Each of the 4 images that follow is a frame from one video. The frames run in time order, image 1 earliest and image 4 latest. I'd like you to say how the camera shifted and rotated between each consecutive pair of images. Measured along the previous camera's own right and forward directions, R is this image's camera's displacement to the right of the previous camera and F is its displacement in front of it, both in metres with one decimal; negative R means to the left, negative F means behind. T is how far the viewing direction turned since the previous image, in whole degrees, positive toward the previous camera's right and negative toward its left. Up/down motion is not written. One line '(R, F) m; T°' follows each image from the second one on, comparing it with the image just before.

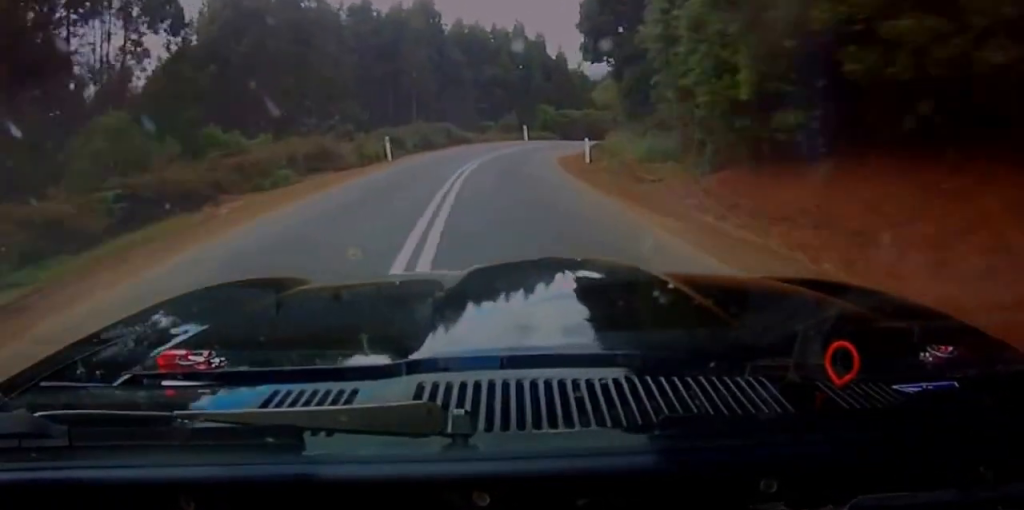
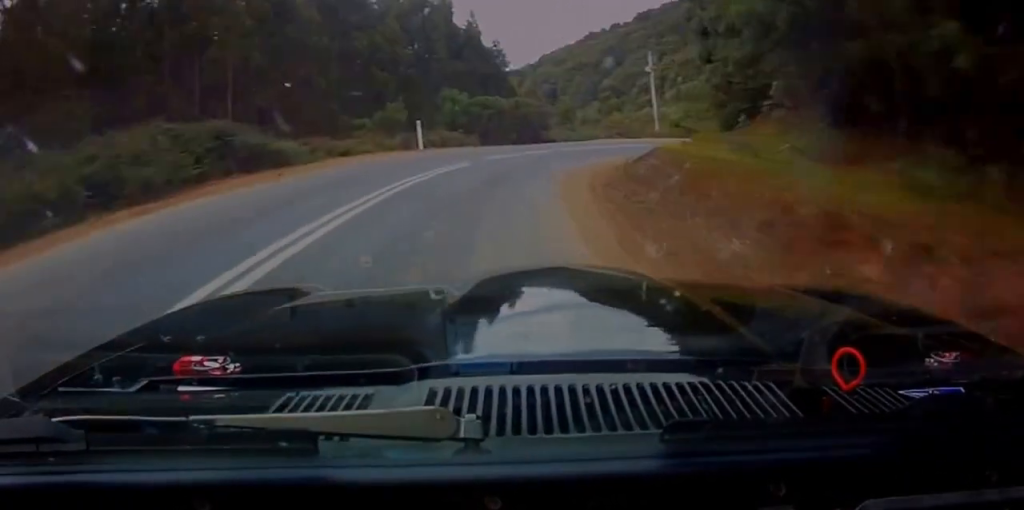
(0.0, +25.4) m; +1°
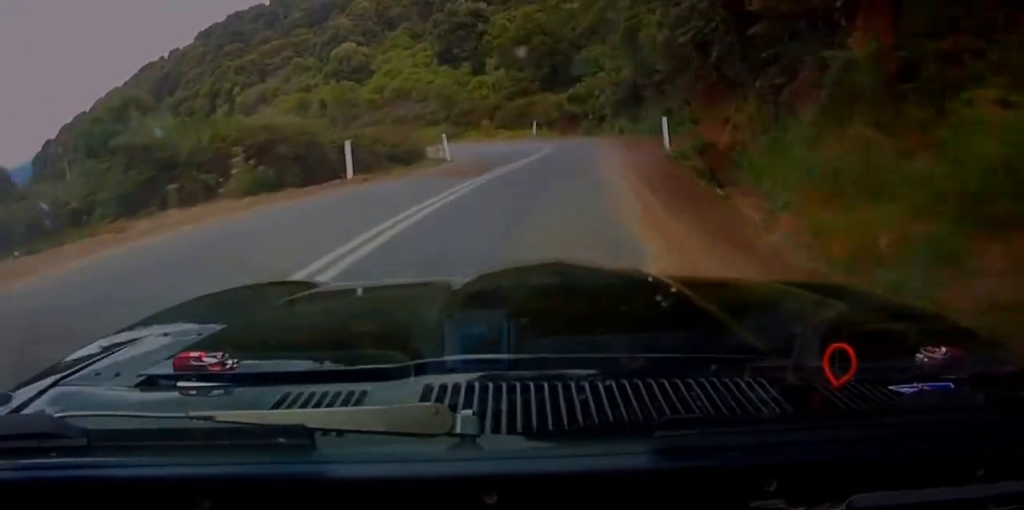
(+3.4, +65.0) m; +6°
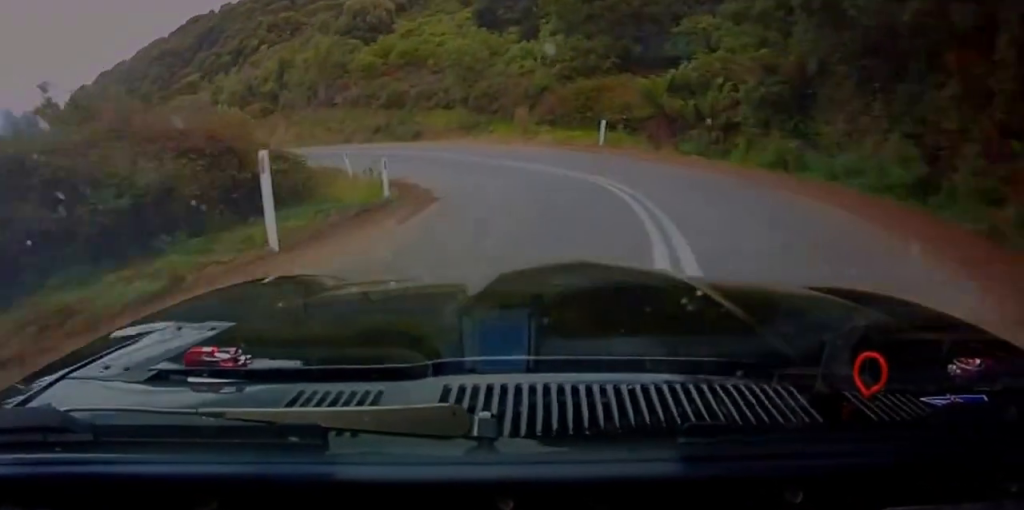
(+0.1, +22.0) m; 0°
